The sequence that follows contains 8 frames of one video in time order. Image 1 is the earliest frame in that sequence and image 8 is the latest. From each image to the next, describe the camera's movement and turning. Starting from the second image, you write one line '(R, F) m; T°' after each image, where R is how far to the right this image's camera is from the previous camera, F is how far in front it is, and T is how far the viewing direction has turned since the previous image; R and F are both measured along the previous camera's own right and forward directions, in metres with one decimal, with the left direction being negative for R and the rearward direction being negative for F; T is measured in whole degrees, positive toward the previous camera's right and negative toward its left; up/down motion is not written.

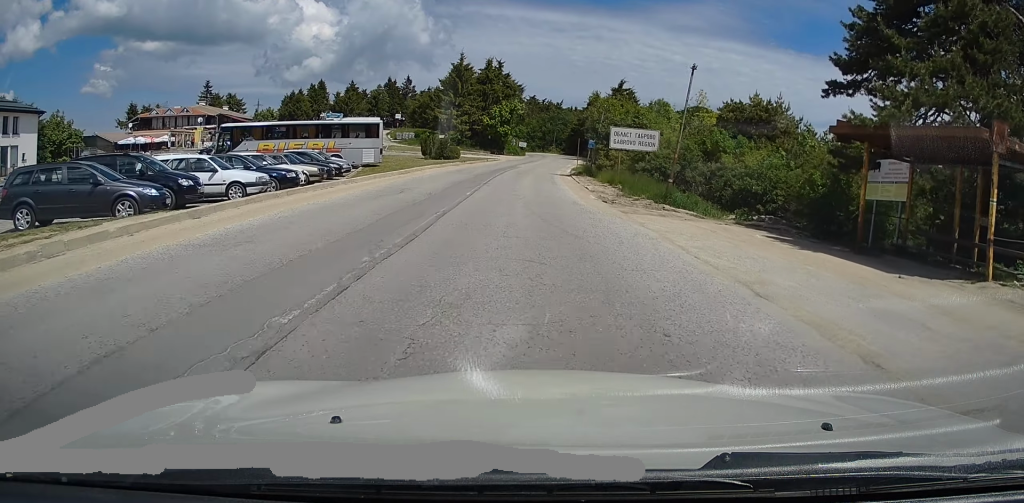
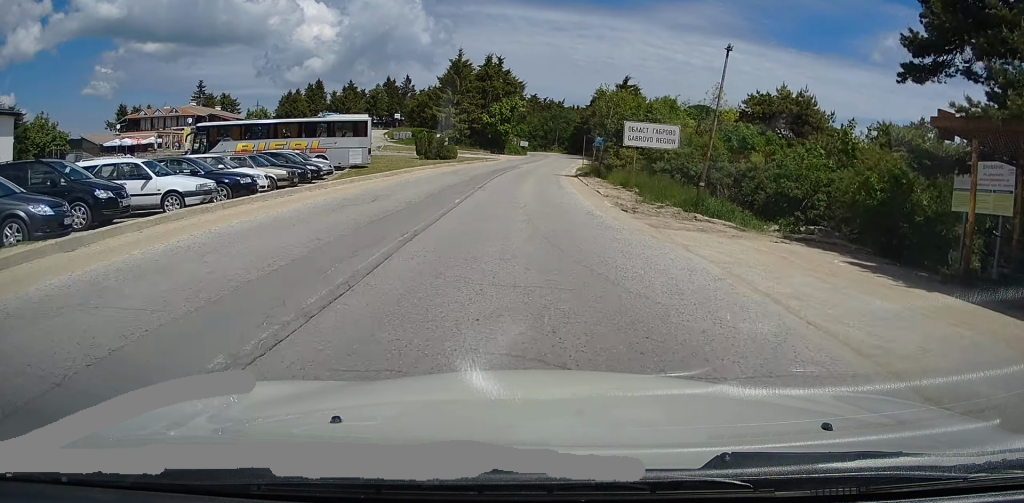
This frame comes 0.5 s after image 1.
(-0.1, +3.6) m; +1°
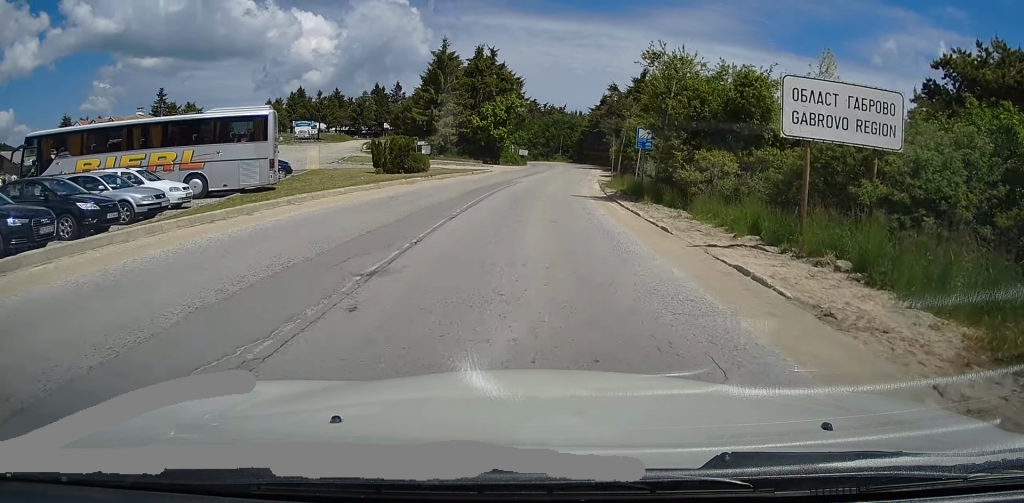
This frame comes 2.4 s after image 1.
(+0.7, +16.2) m; +5°
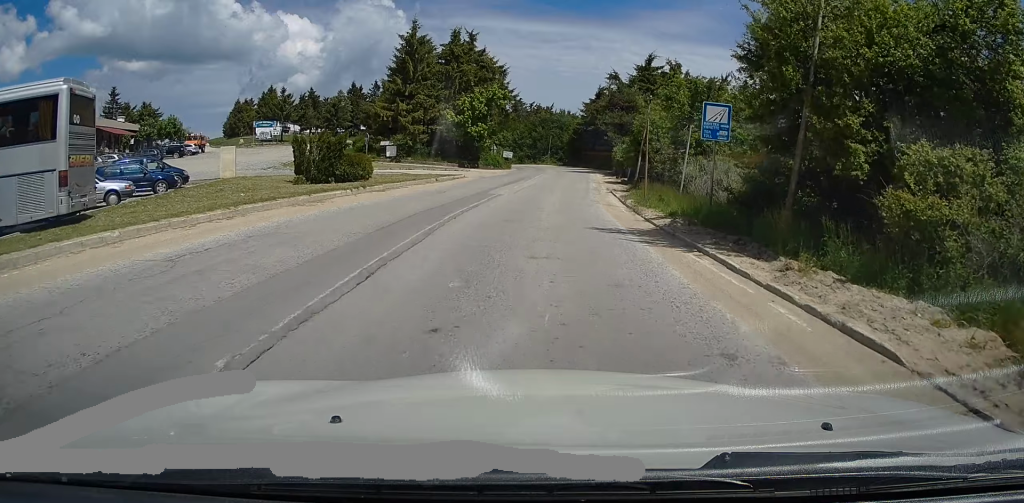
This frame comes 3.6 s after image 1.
(+0.3, +12.2) m; +3°
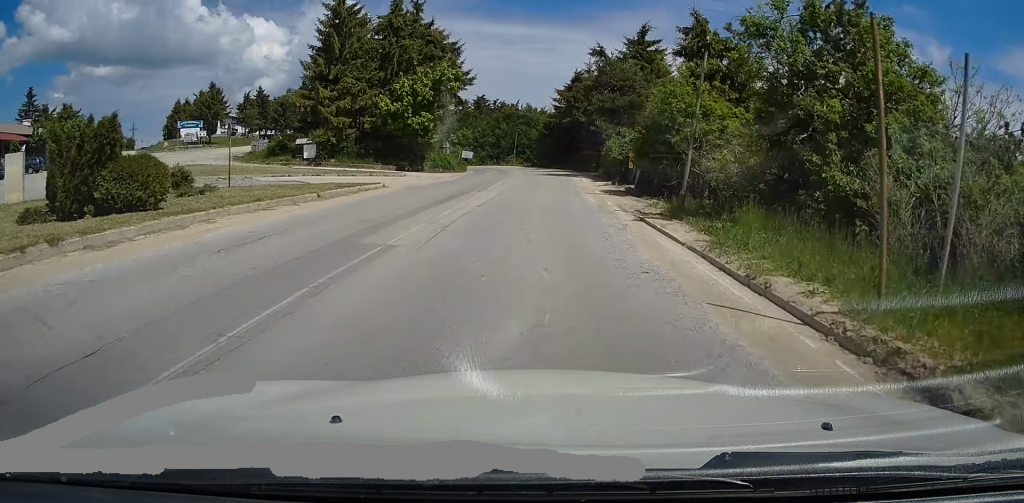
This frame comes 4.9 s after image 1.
(+0.4, +14.7) m; +2°
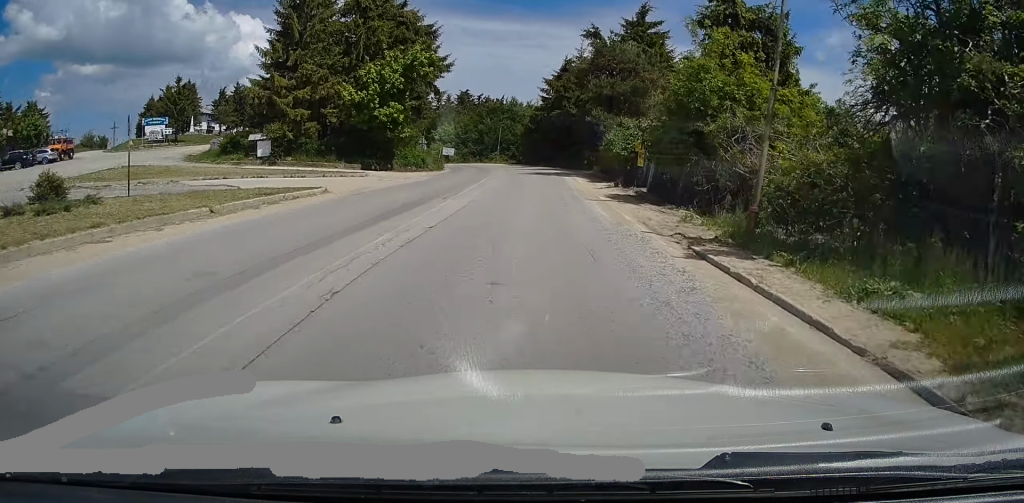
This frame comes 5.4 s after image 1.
(0.0, +5.7) m; -1°
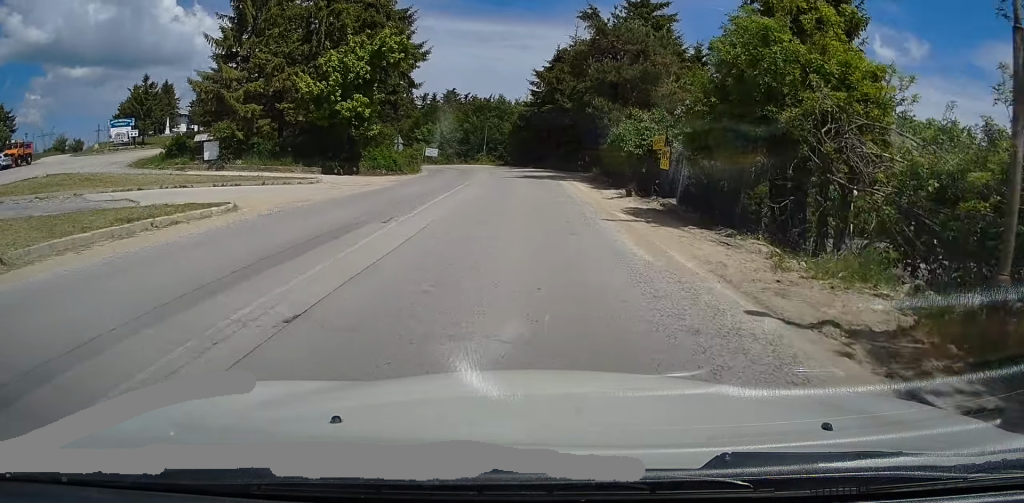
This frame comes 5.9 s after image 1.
(+0.1, +5.7) m; -1°
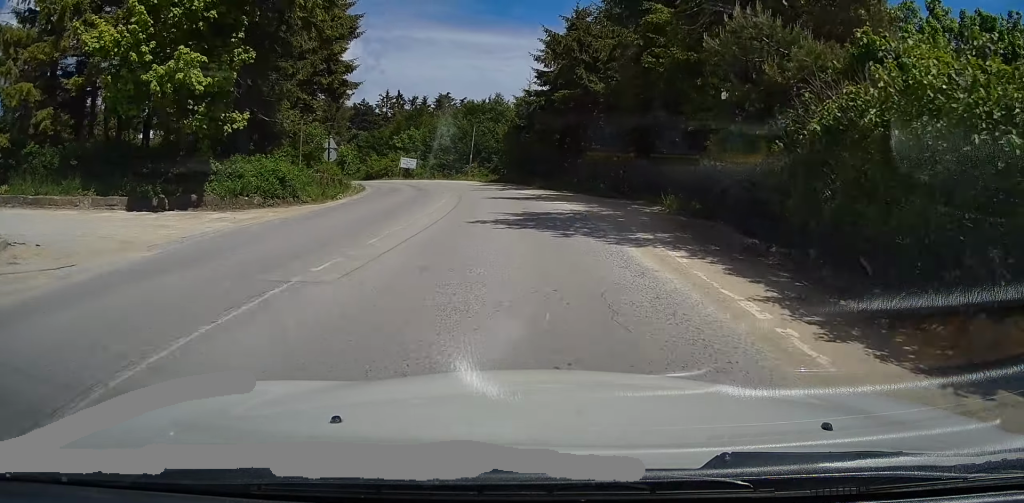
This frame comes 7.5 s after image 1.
(-0.5, +17.4) m; -1°
